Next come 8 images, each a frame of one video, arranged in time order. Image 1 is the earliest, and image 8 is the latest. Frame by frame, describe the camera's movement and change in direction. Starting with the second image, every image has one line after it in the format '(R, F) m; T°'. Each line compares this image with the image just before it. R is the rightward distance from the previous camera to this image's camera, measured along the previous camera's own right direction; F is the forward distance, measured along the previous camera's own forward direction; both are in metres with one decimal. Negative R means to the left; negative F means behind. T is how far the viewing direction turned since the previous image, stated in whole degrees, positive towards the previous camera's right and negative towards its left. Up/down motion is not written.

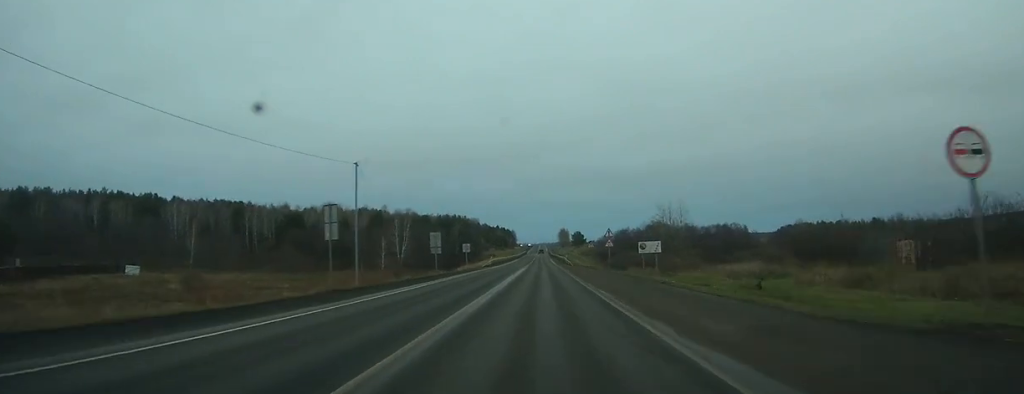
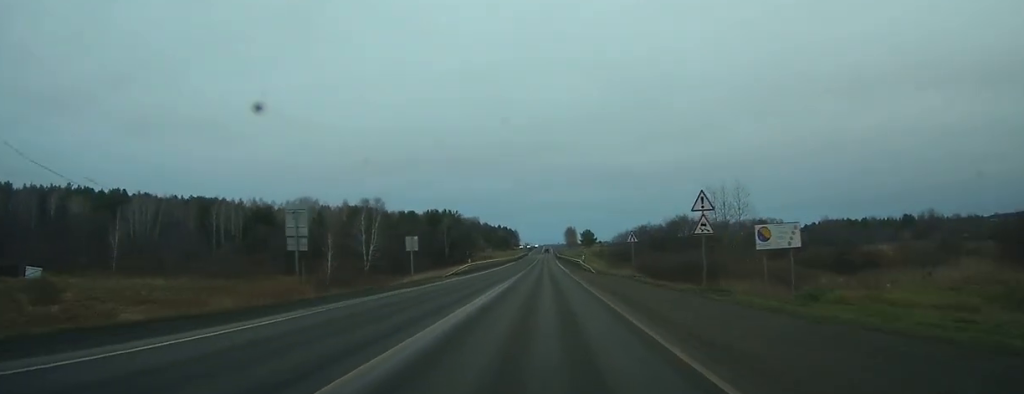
(0.0, +29.4) m; -1°
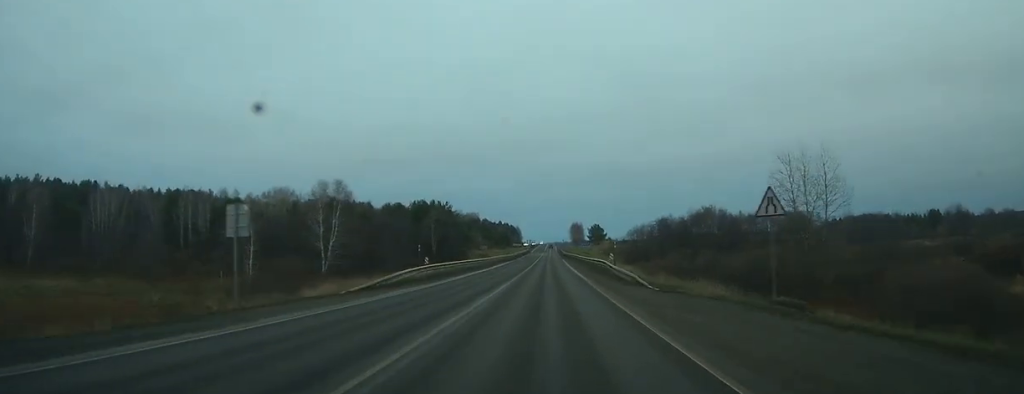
(-0.2, +22.8) m; 0°
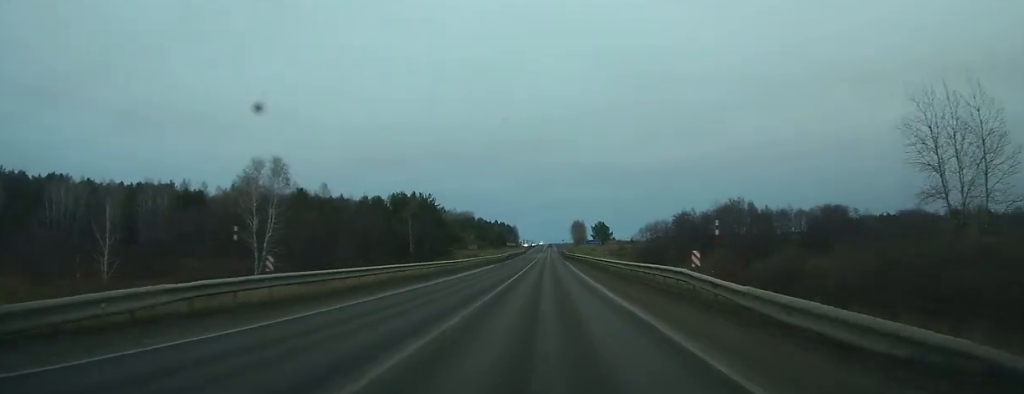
(0.0, +20.7) m; 0°
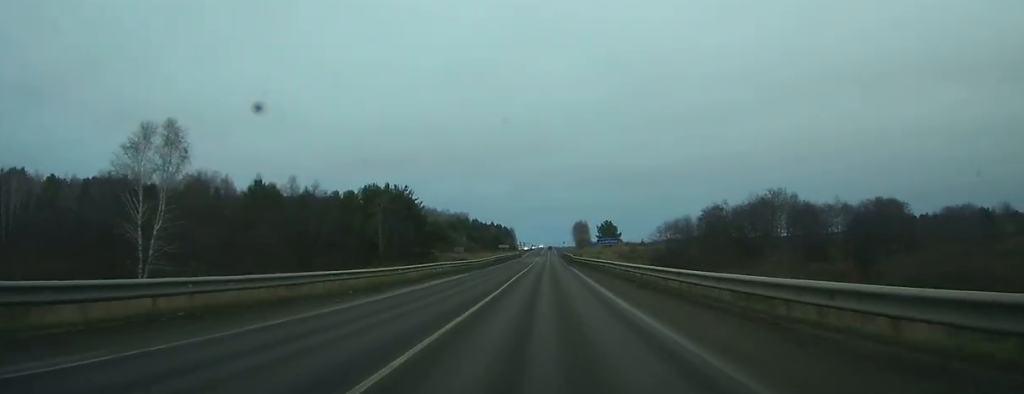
(0.0, +20.8) m; 0°
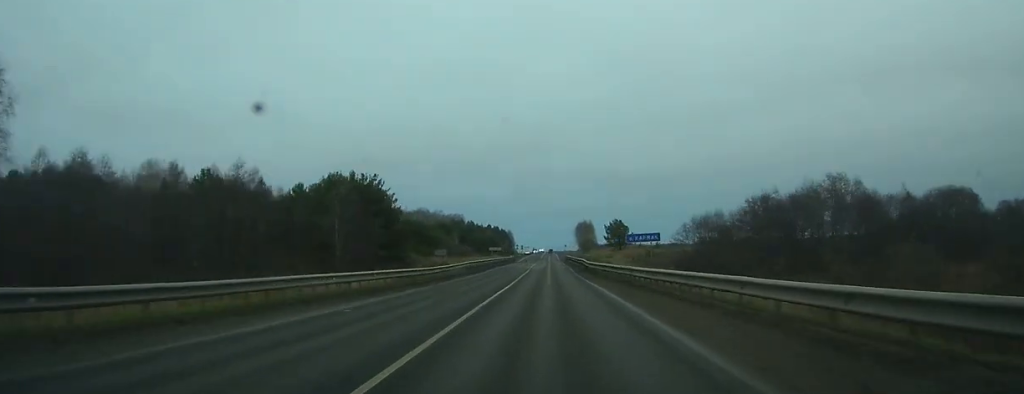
(-0.1, +19.9) m; 0°
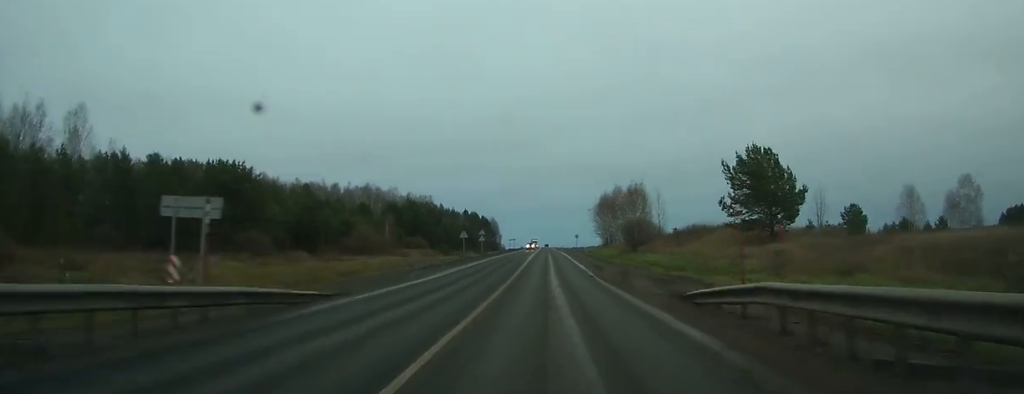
(0.0, +86.1) m; +1°
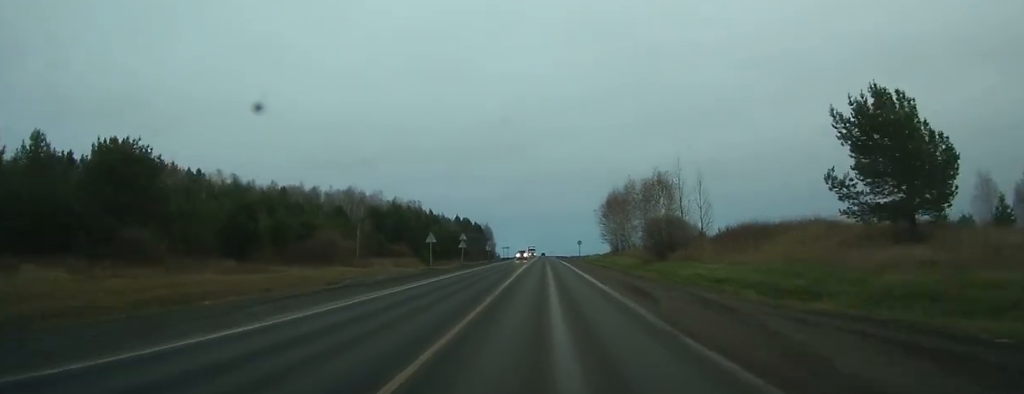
(+0.1, +17.4) m; 0°
